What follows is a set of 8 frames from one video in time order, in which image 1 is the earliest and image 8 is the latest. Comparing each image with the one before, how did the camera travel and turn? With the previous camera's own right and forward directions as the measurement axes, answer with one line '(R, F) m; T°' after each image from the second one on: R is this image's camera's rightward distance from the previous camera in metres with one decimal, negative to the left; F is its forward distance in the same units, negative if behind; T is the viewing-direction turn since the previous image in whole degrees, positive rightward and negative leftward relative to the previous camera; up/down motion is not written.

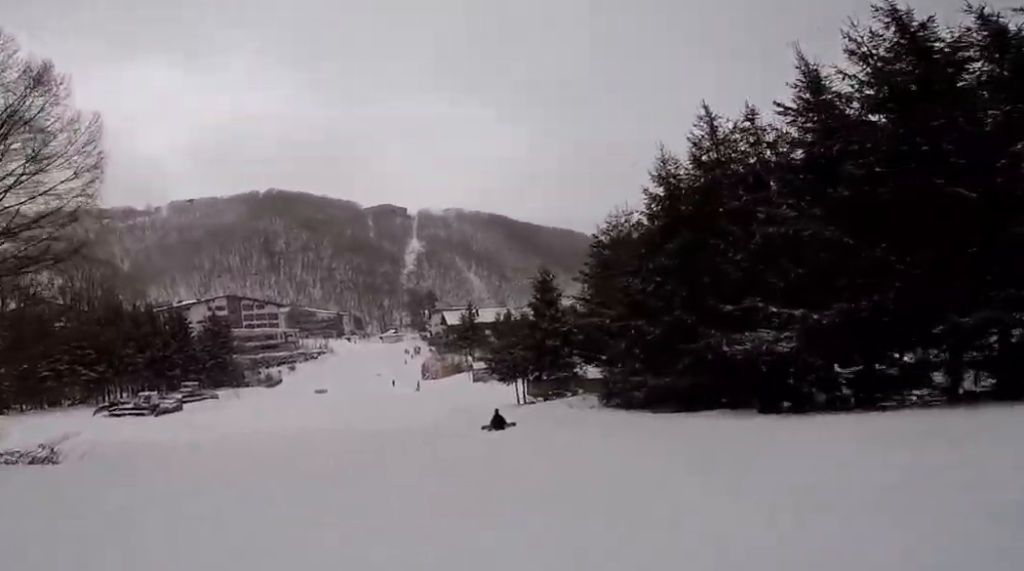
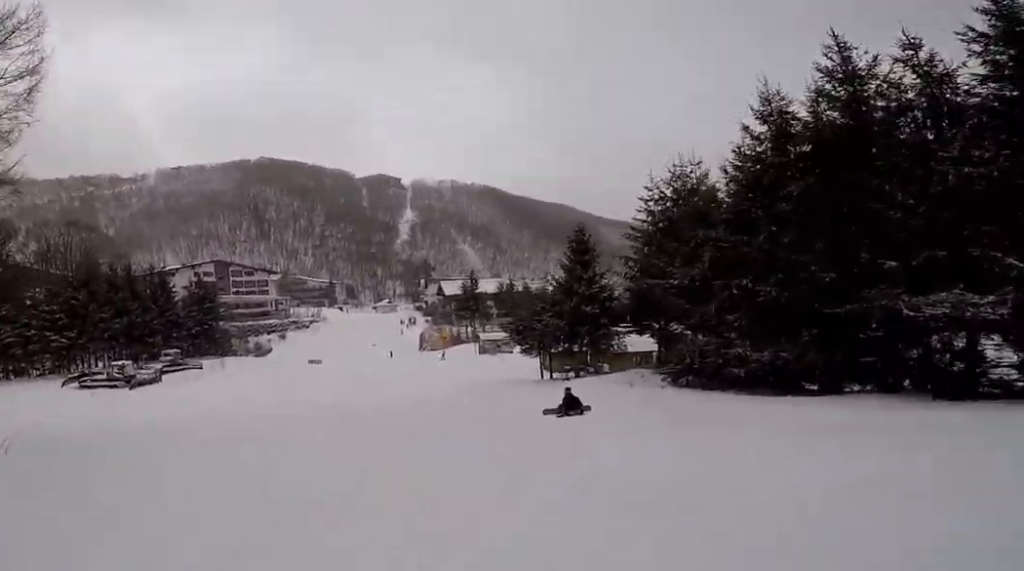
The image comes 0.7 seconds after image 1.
(-0.3, +5.5) m; +1°
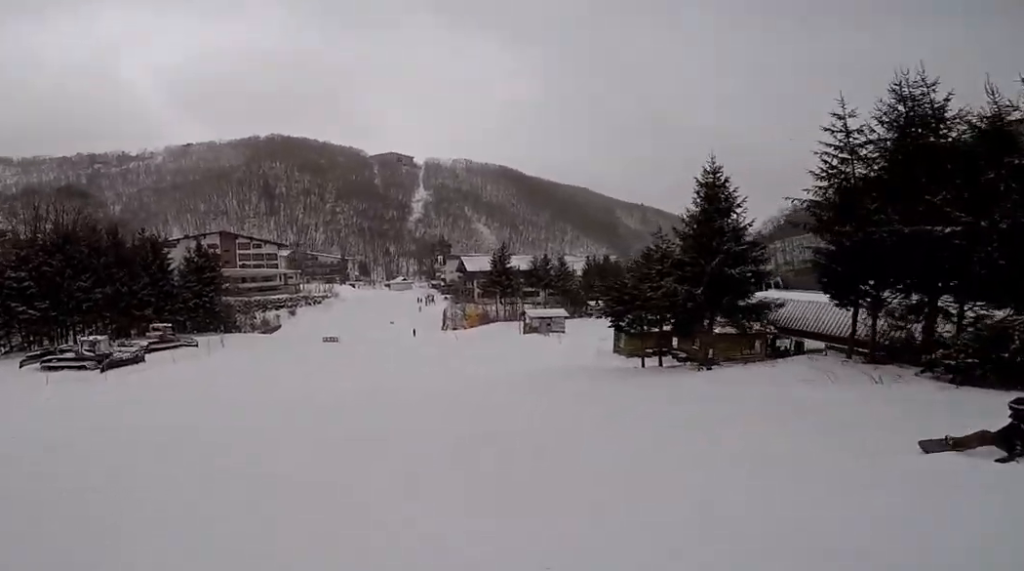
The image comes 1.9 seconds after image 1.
(+1.0, +10.1) m; +5°
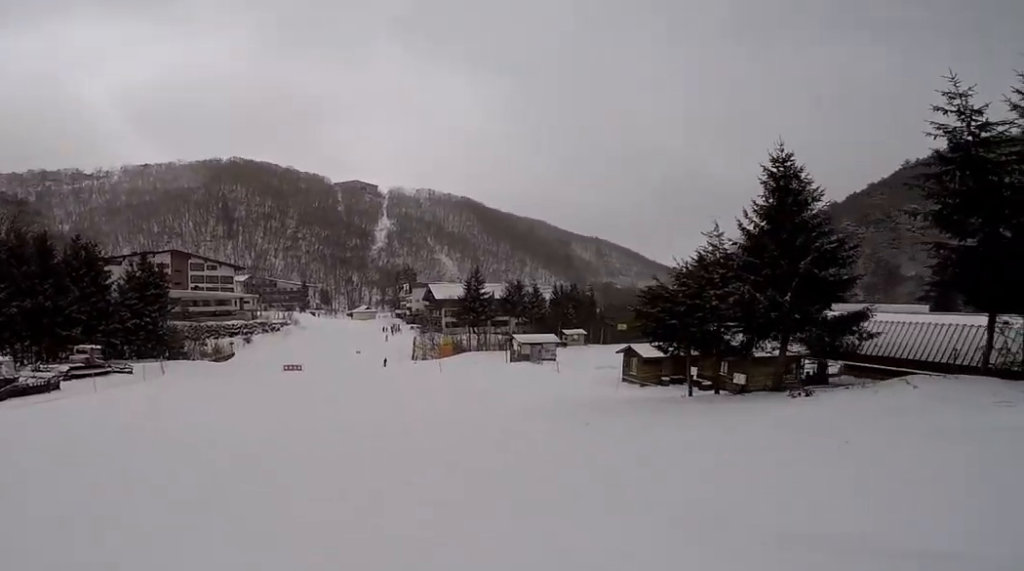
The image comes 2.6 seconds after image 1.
(-0.5, +6.6) m; +4°
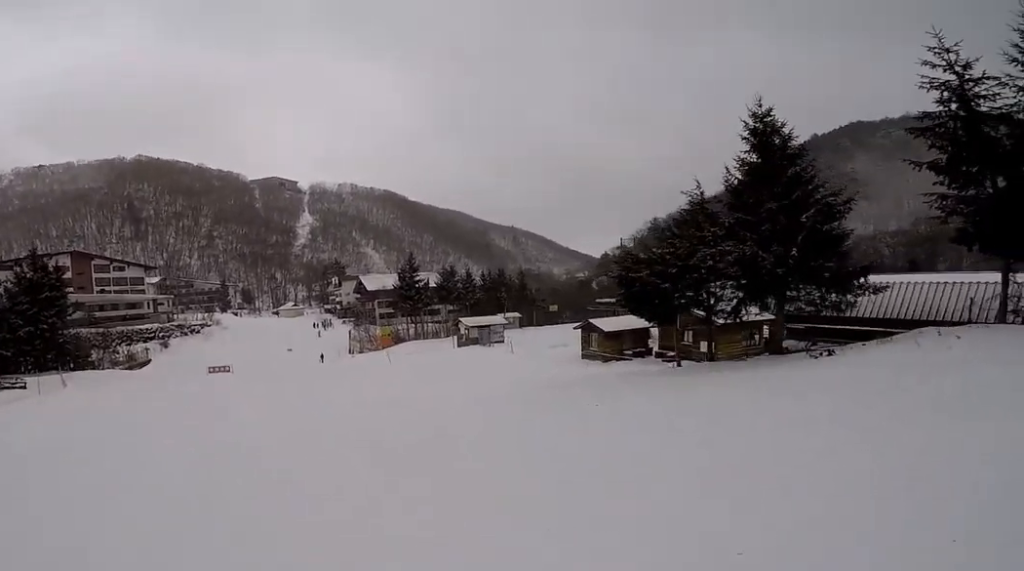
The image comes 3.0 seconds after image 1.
(+0.6, +3.8) m; +4°
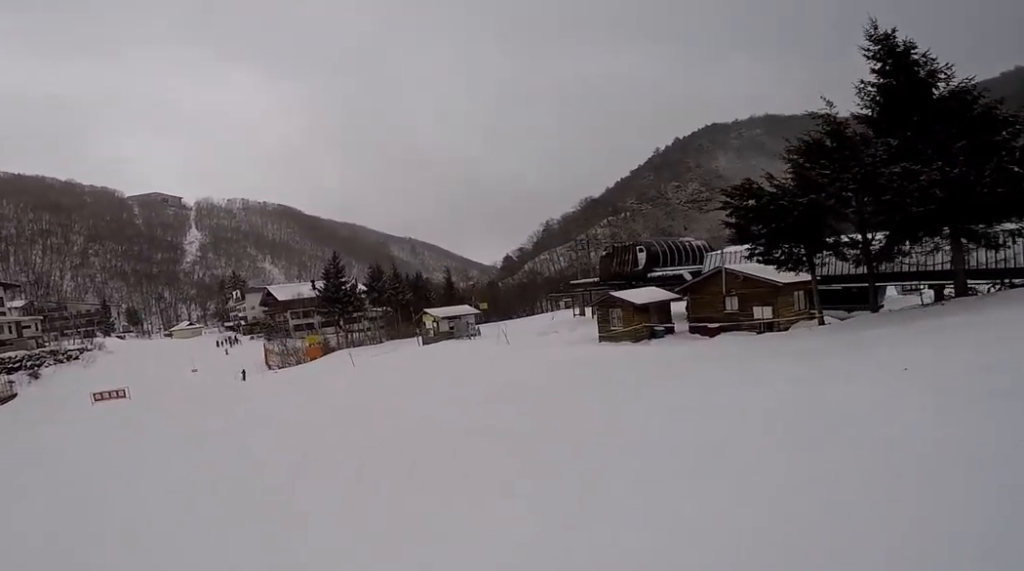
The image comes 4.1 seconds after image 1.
(+0.5, +9.5) m; +9°
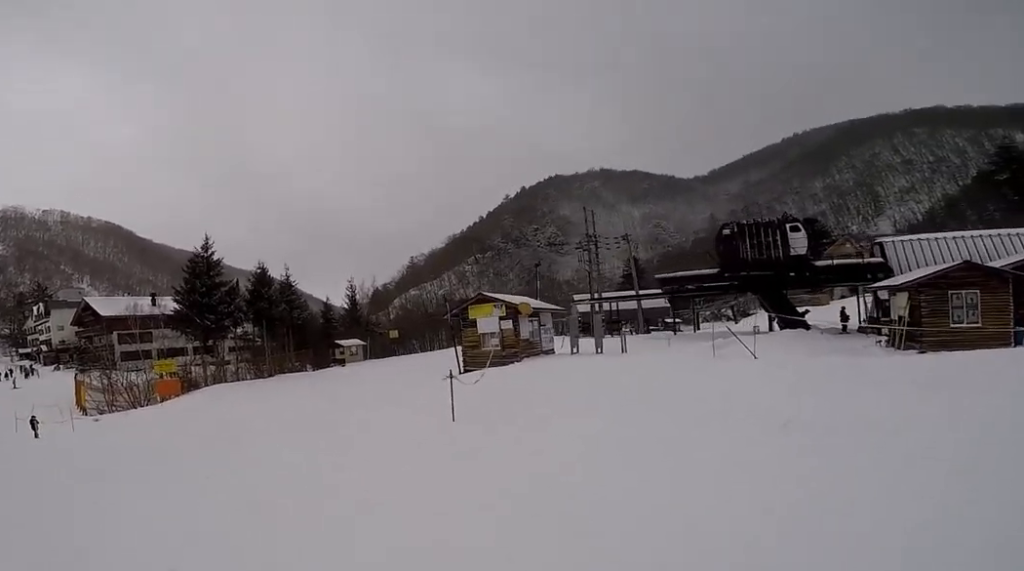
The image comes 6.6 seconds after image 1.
(+6.9, +19.4) m; +36°
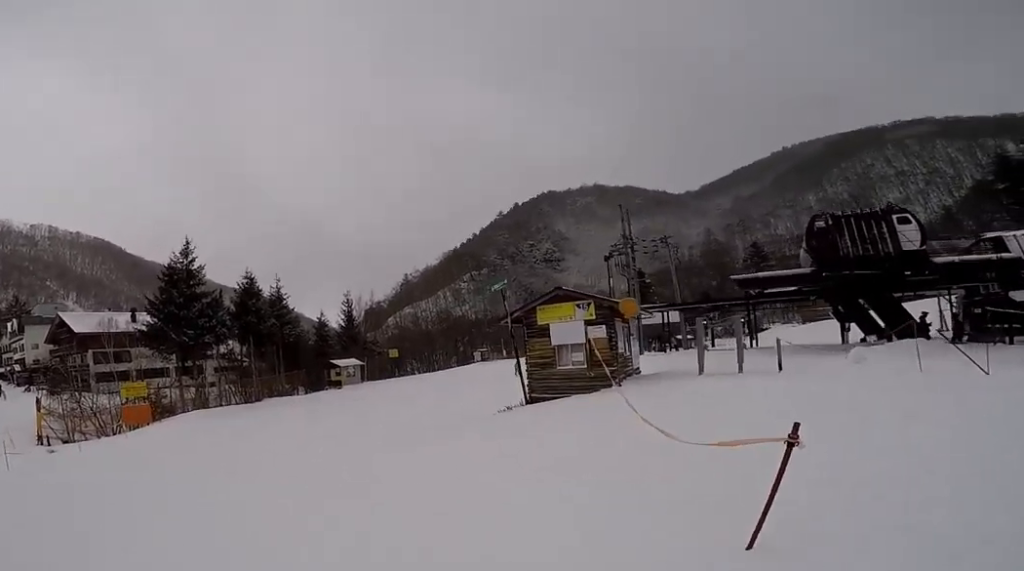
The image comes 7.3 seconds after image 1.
(+0.1, +5.7) m; +4°
